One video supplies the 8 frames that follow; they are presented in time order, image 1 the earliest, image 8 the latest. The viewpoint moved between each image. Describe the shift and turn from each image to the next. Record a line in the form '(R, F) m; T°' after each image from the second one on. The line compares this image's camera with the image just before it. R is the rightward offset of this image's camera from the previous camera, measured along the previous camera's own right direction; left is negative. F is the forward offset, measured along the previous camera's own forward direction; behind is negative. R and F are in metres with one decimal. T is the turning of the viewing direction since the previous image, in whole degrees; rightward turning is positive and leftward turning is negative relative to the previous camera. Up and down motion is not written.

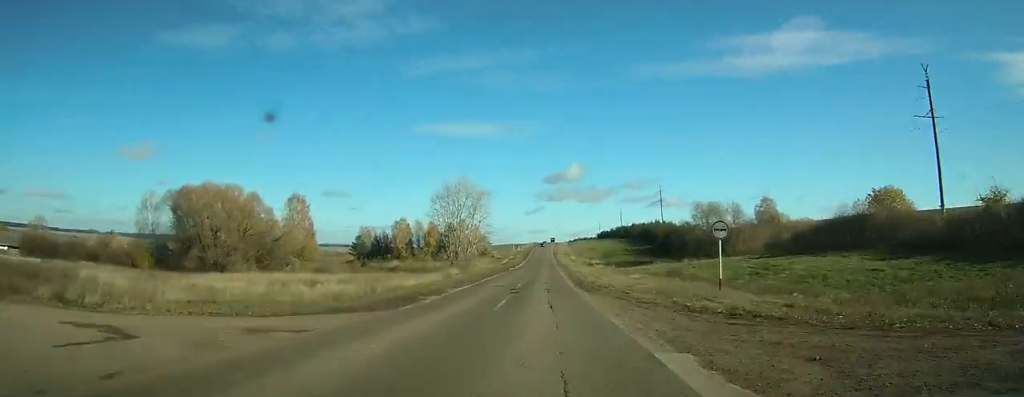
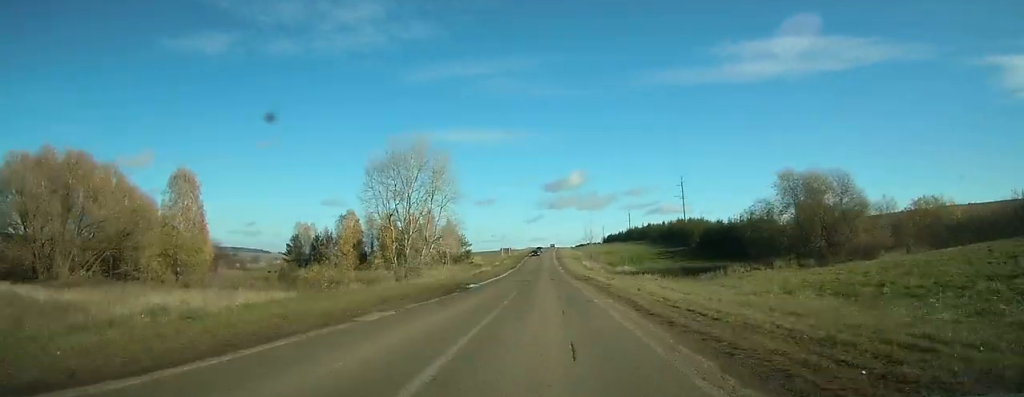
(-0.1, +44.0) m; 0°
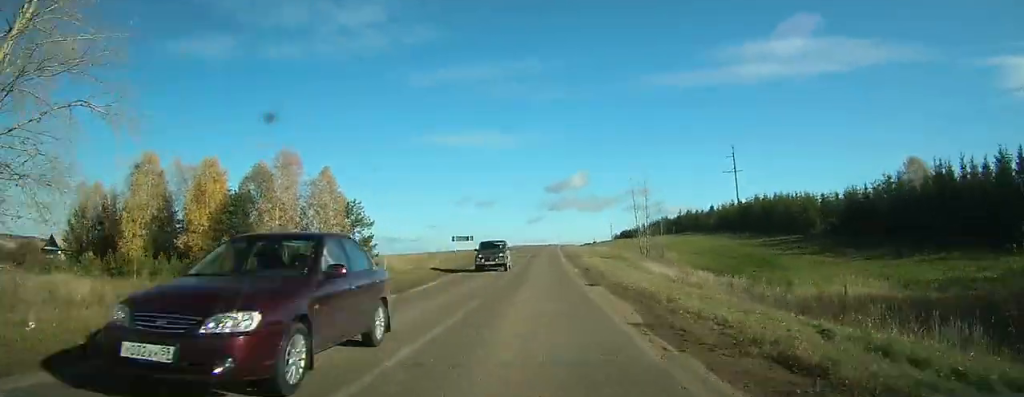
(-0.3, +65.4) m; 0°
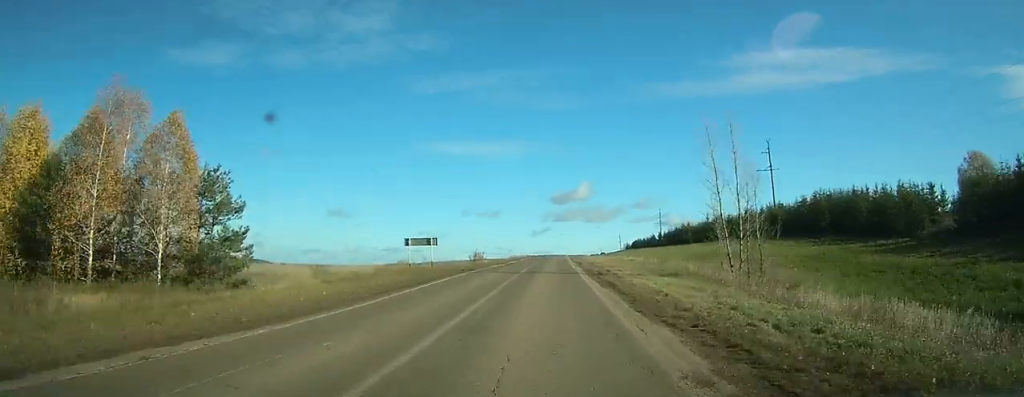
(0.0, +24.2) m; 0°
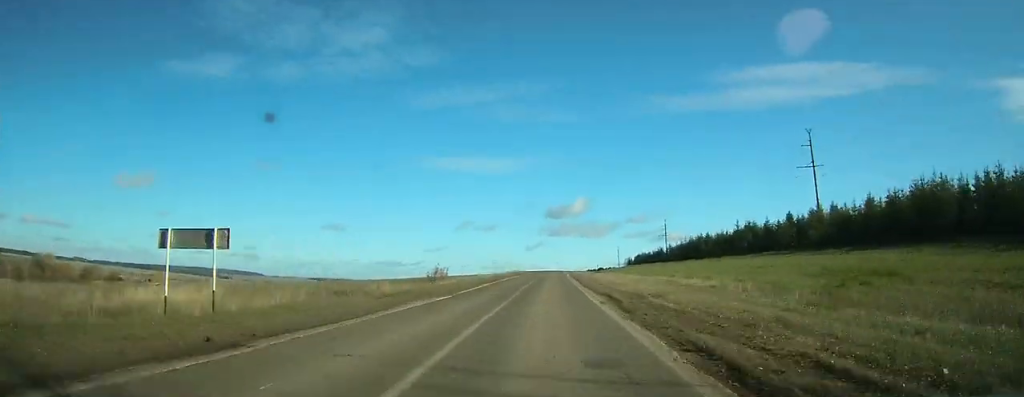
(0.0, +29.0) m; 0°
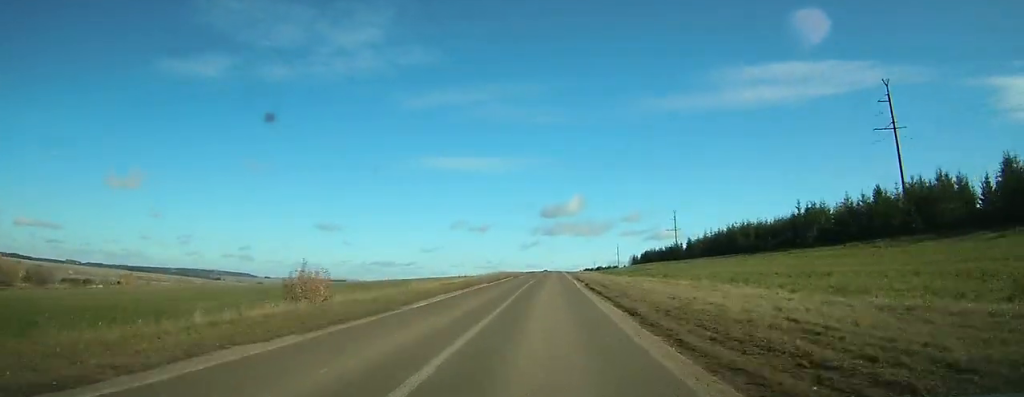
(0.0, +35.3) m; 0°
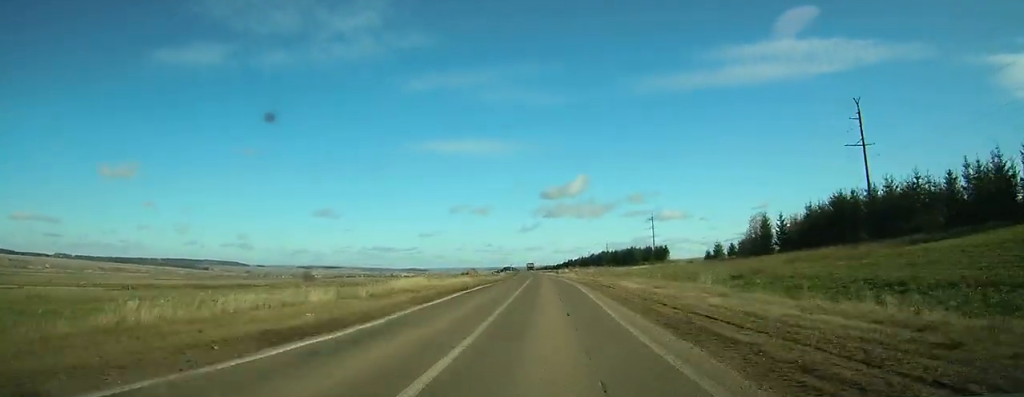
(+1.4, +157.8) m; 0°
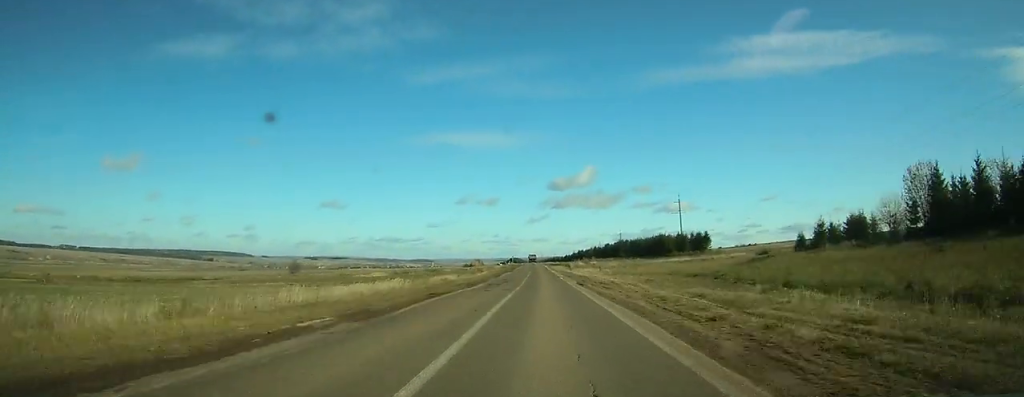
(-0.2, +39.5) m; -1°
